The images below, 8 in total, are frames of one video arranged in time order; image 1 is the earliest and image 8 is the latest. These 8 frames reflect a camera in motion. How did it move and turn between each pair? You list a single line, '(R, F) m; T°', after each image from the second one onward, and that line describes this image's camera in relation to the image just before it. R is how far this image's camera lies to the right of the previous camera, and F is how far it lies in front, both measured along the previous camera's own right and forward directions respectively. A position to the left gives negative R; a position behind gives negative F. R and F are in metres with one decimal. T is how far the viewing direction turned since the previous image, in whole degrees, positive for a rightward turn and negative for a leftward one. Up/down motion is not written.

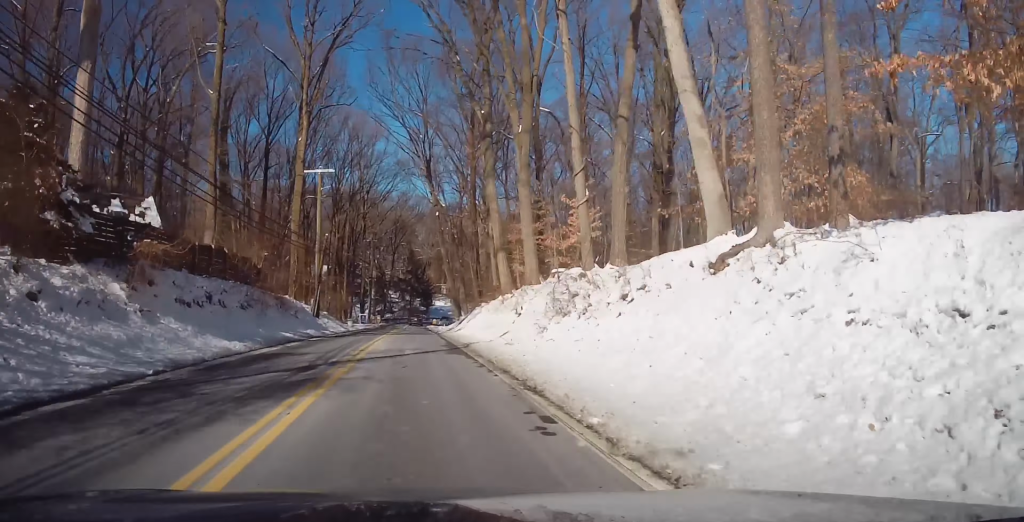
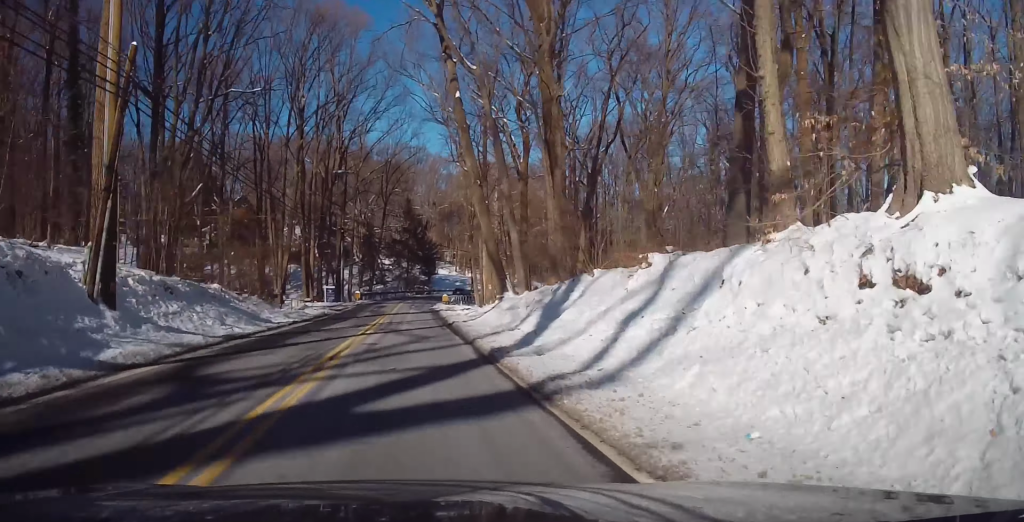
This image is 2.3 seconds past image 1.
(0.0, +35.9) m; 0°
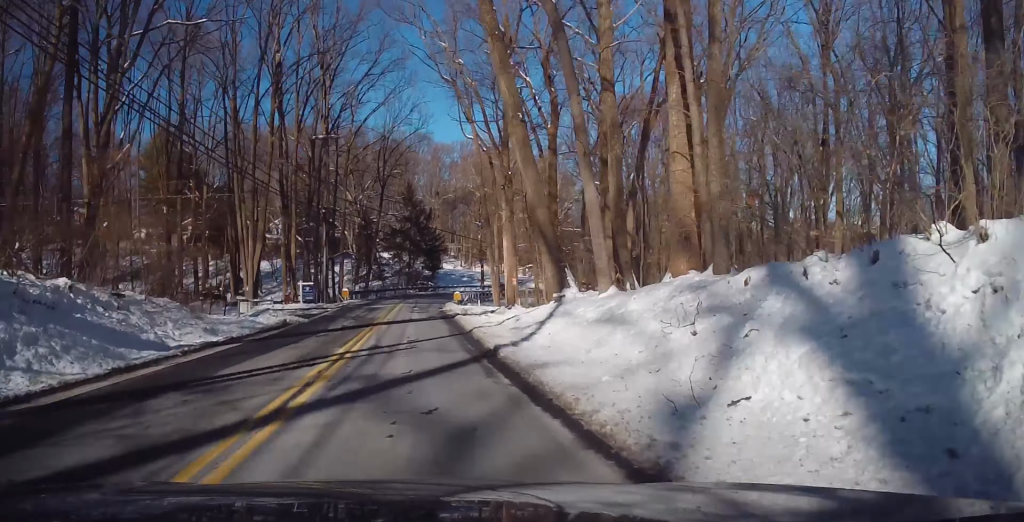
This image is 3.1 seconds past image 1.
(0.0, +13.6) m; 0°
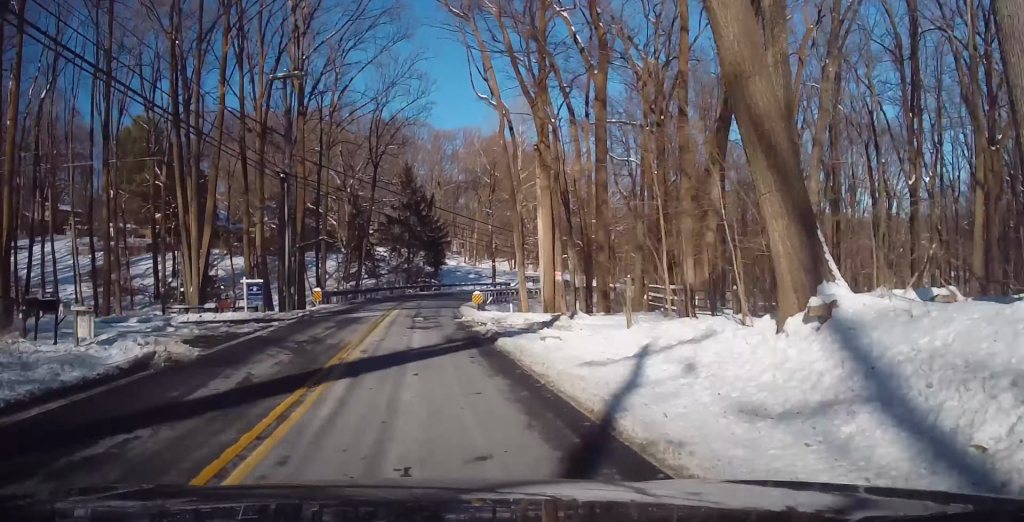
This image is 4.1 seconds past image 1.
(-0.1, +14.6) m; 0°
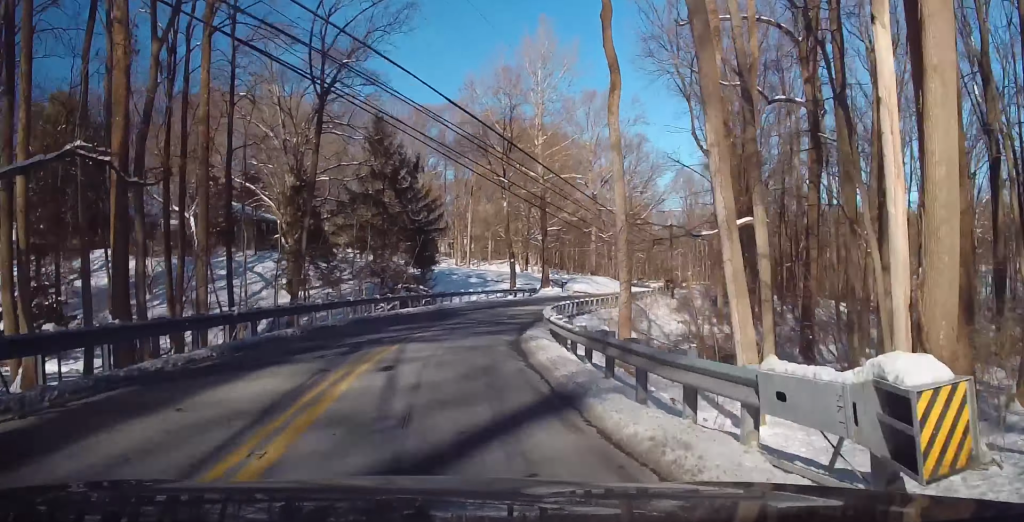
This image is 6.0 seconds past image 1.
(+0.3, +29.9) m; +5°
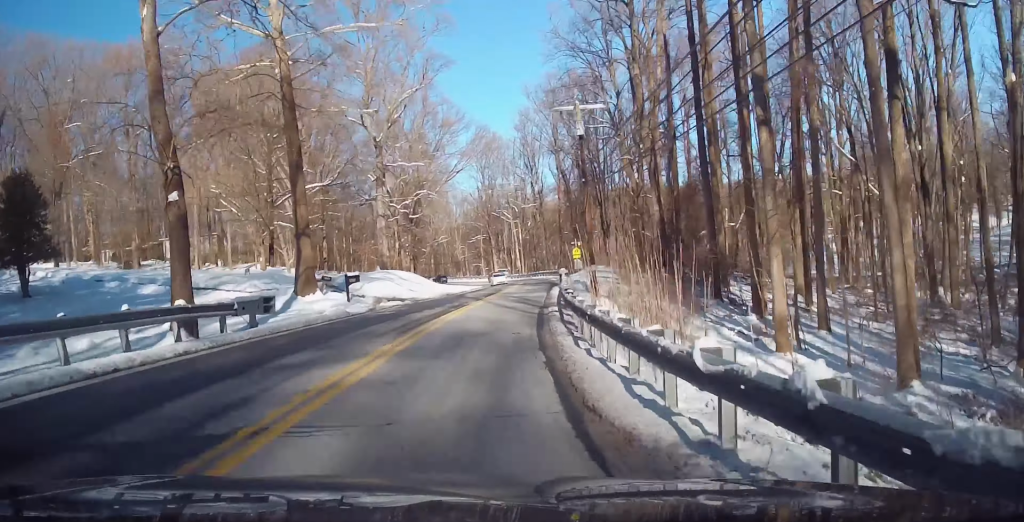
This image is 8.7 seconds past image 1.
(+6.1, +41.5) m; +16°
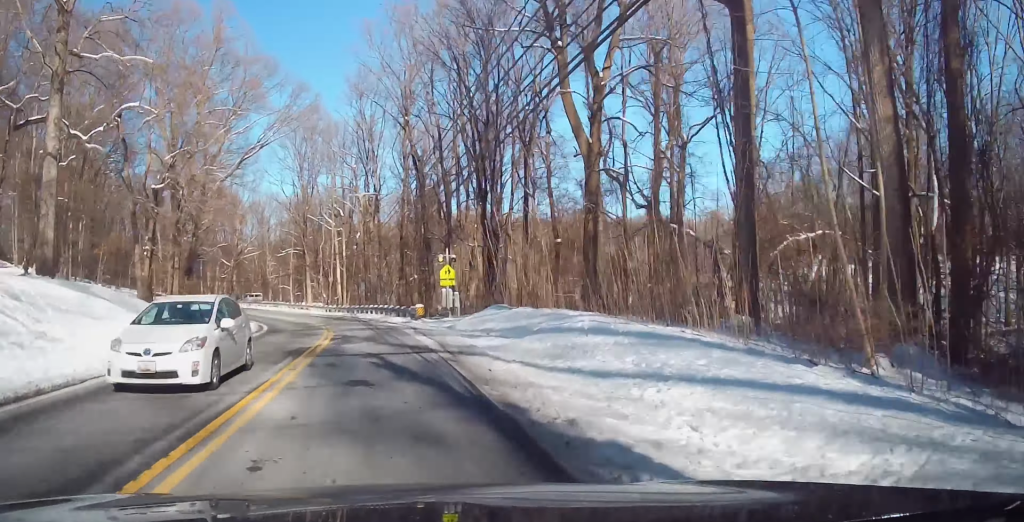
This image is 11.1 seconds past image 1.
(+4.4, +38.2) m; +6°
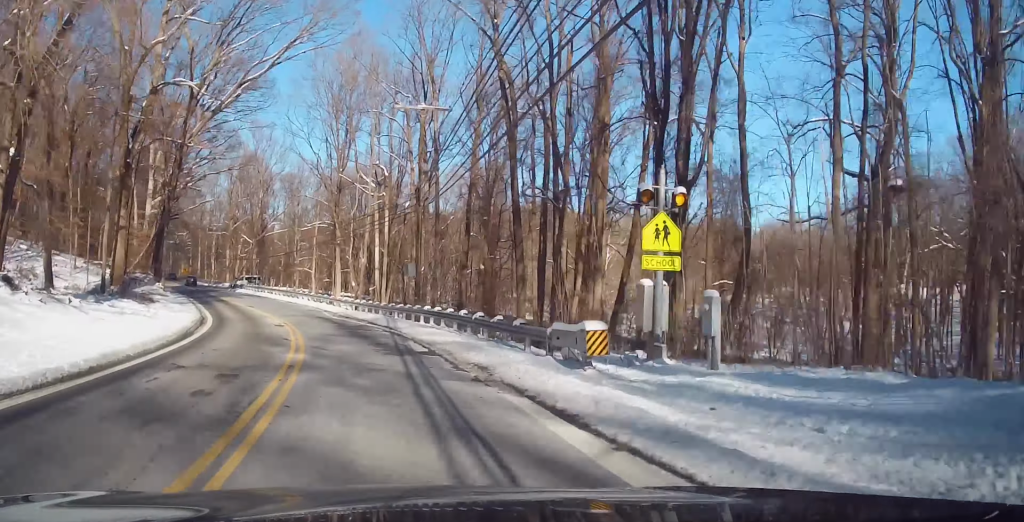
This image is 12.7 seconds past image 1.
(-0.2, +26.8) m; -4°
